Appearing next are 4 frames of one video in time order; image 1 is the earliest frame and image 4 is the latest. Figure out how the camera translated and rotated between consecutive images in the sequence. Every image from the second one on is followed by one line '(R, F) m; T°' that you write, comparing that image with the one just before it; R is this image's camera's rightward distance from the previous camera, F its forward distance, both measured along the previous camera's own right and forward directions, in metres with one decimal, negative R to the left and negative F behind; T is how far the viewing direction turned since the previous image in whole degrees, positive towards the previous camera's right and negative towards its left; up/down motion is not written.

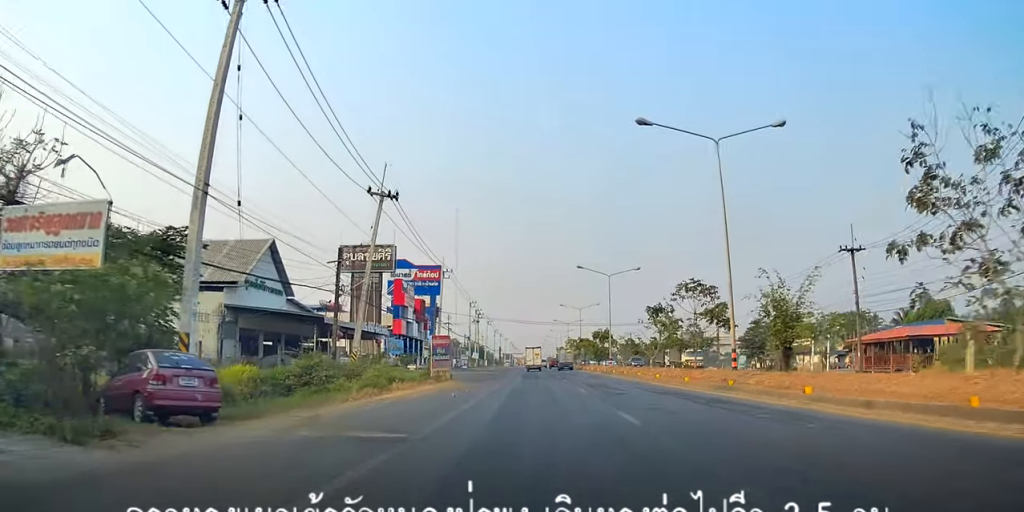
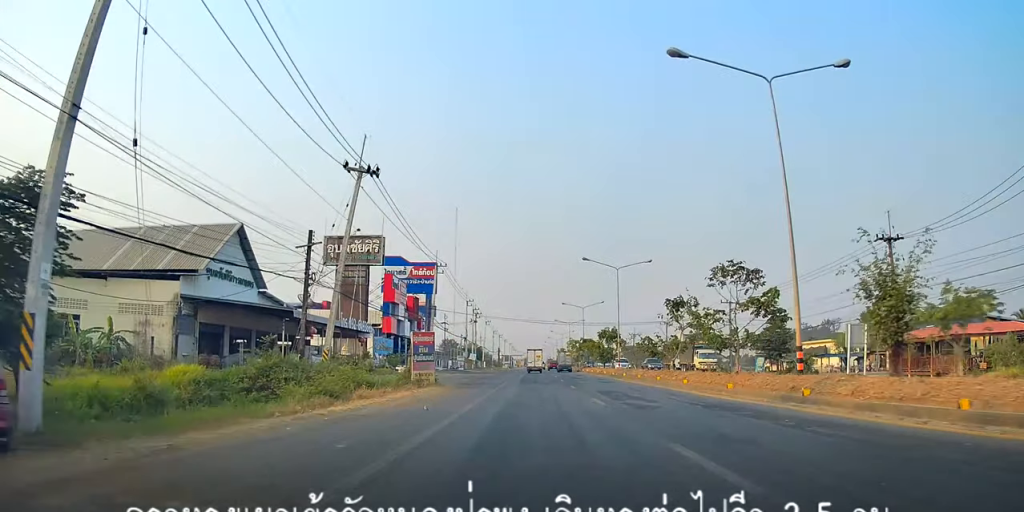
(0.0, +5.7) m; +1°
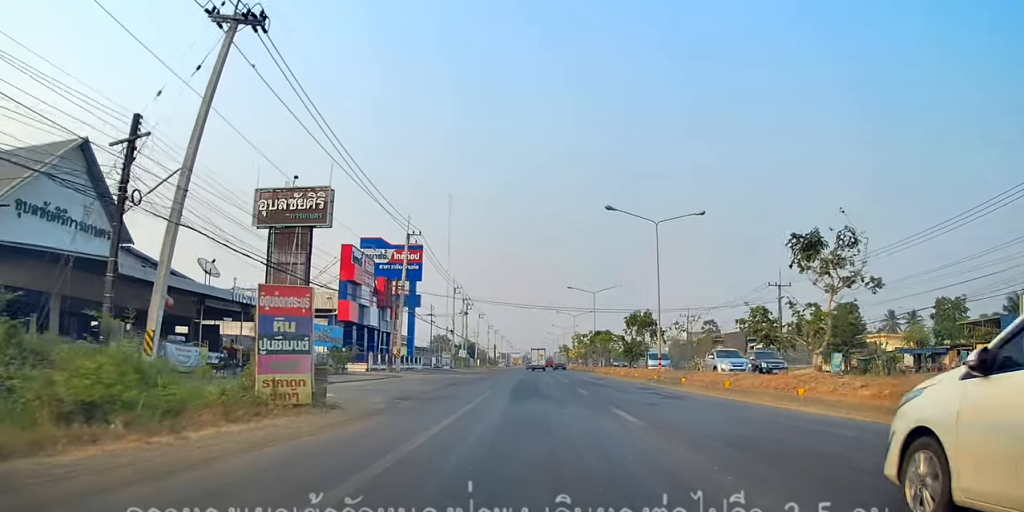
(+0.8, +17.5) m; +3°
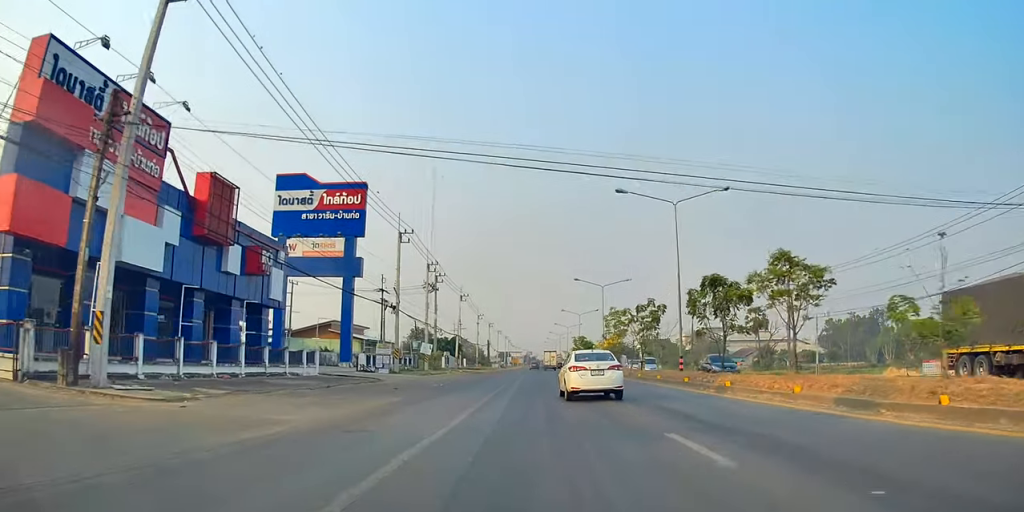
(0.0, +41.6) m; 0°
